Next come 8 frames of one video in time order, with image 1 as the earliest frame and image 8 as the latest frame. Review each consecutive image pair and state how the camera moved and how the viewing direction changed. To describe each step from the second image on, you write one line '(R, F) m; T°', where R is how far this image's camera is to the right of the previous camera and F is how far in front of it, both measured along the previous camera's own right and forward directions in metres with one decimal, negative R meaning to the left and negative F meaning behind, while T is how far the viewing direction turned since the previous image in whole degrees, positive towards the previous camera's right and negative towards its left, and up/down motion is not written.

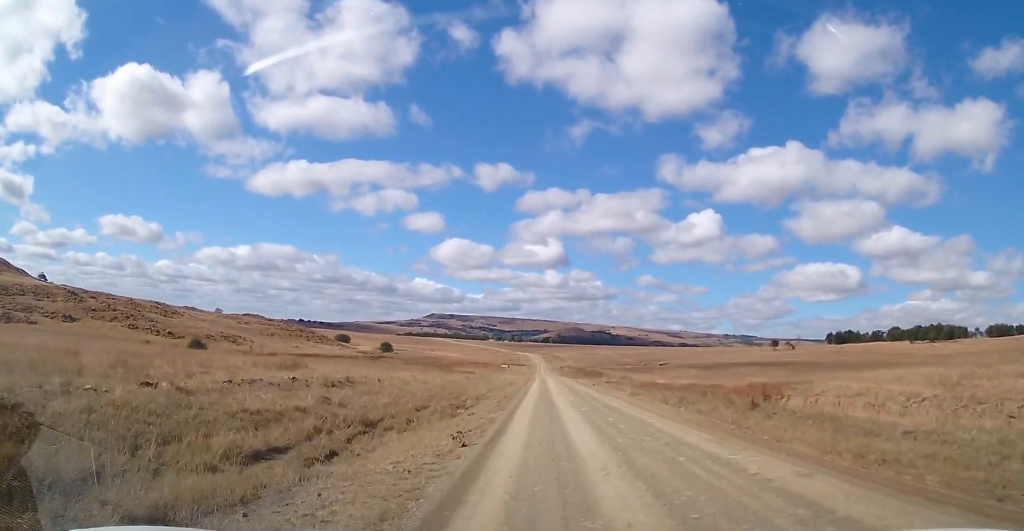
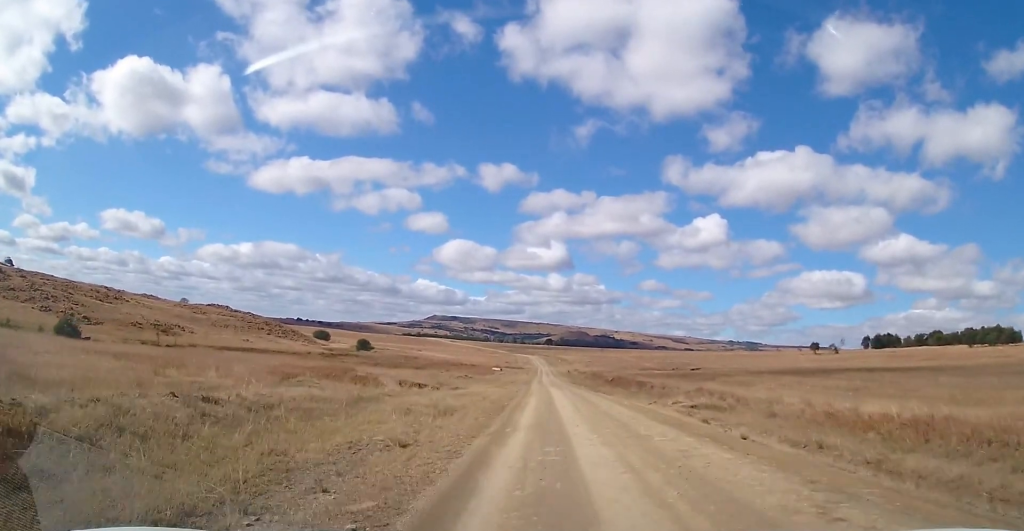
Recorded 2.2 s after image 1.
(0.0, +44.2) m; +2°
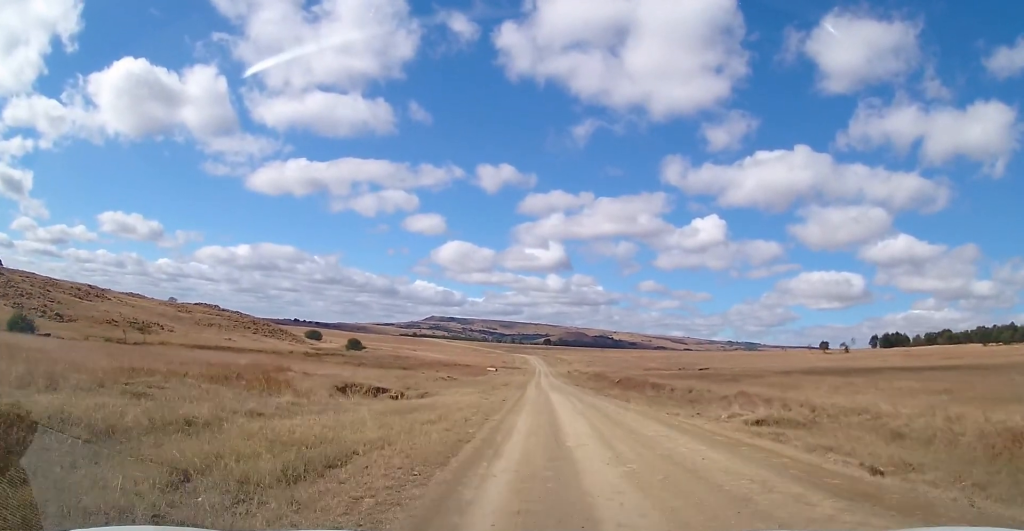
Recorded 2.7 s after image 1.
(+0.3, +10.9) m; 0°
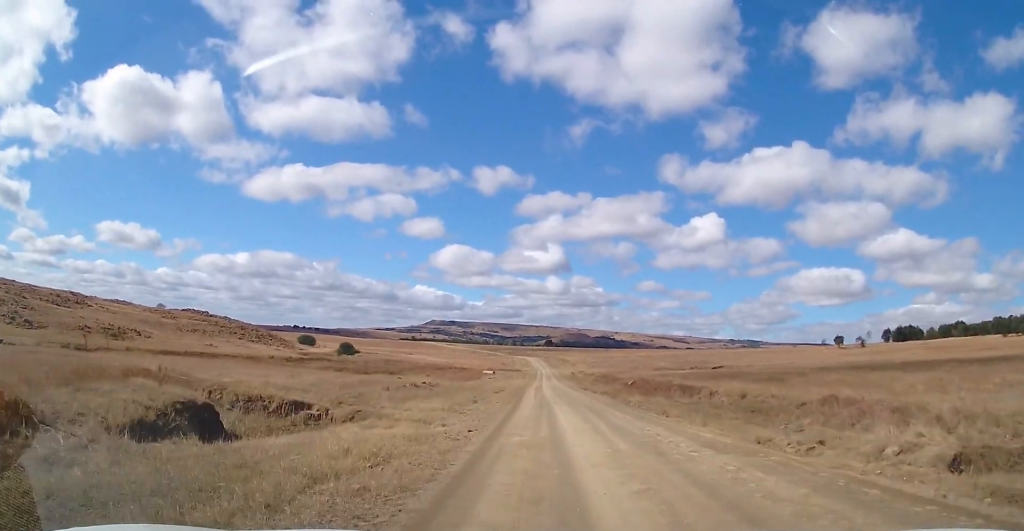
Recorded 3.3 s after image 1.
(+0.2, +12.3) m; 0°
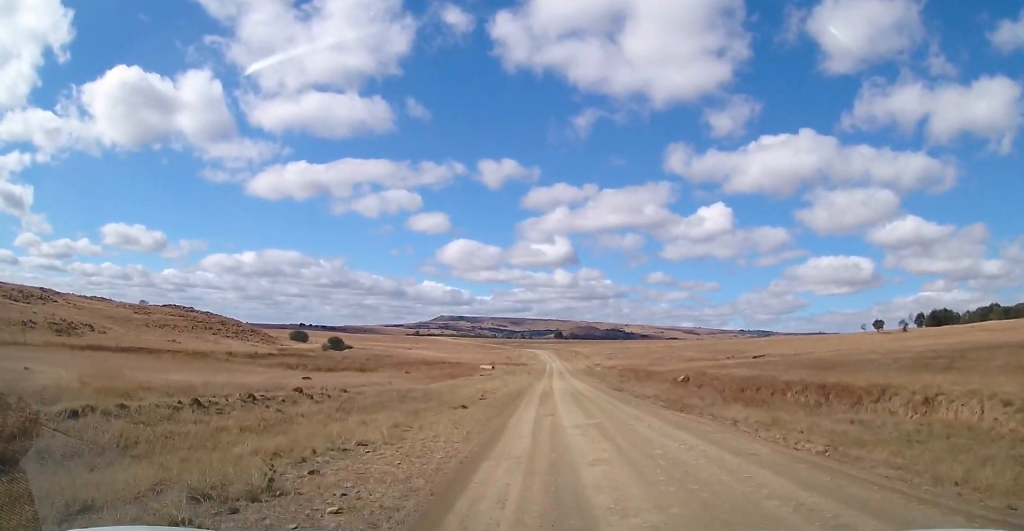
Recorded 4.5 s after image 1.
(-0.6, +24.6) m; -1°
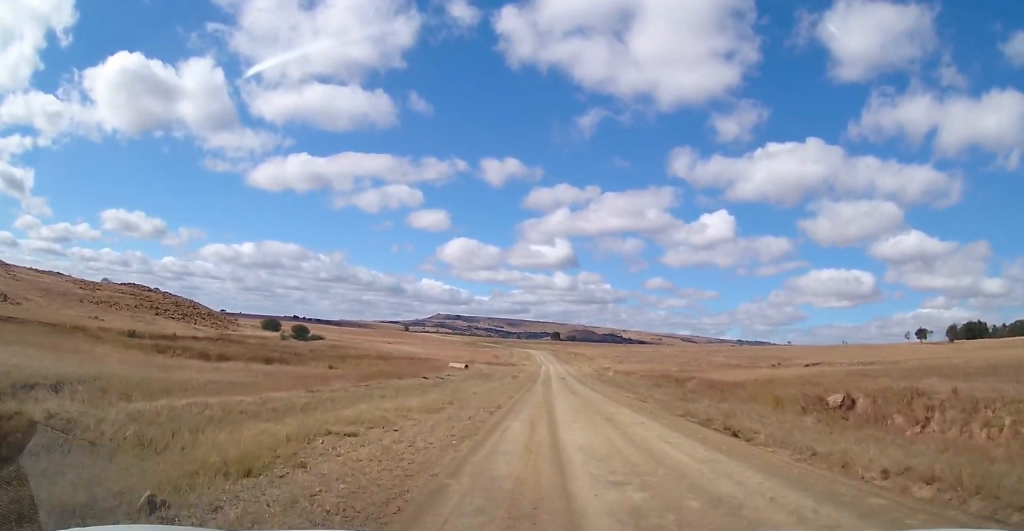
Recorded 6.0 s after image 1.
(+0.1, +30.5) m; -1°
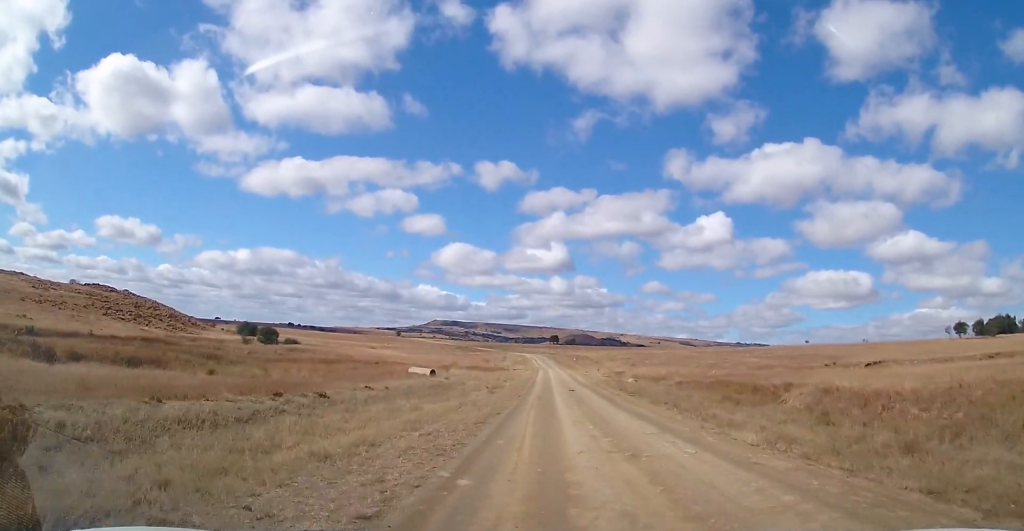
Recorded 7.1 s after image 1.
(-0.5, +22.1) m; 0°
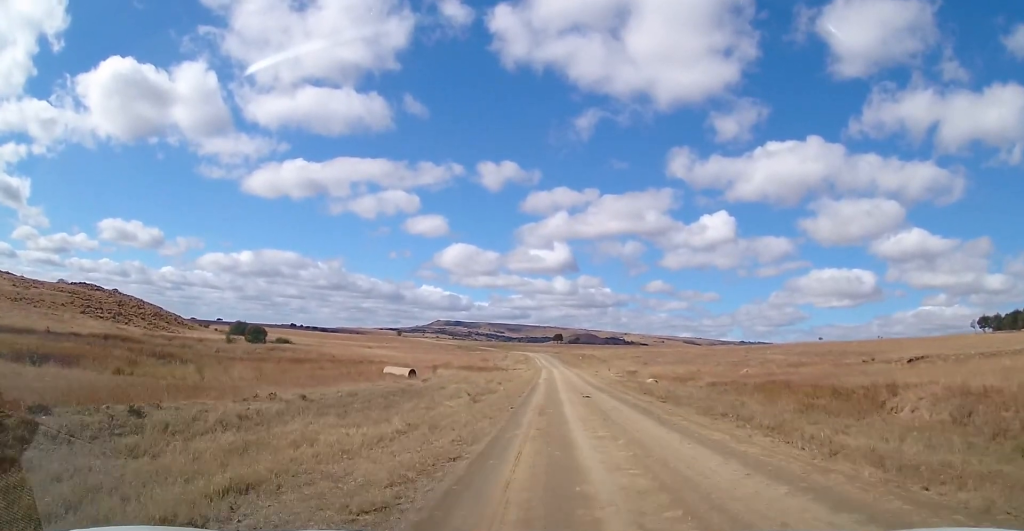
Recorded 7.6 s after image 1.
(+0.2, +10.0) m; +1°
